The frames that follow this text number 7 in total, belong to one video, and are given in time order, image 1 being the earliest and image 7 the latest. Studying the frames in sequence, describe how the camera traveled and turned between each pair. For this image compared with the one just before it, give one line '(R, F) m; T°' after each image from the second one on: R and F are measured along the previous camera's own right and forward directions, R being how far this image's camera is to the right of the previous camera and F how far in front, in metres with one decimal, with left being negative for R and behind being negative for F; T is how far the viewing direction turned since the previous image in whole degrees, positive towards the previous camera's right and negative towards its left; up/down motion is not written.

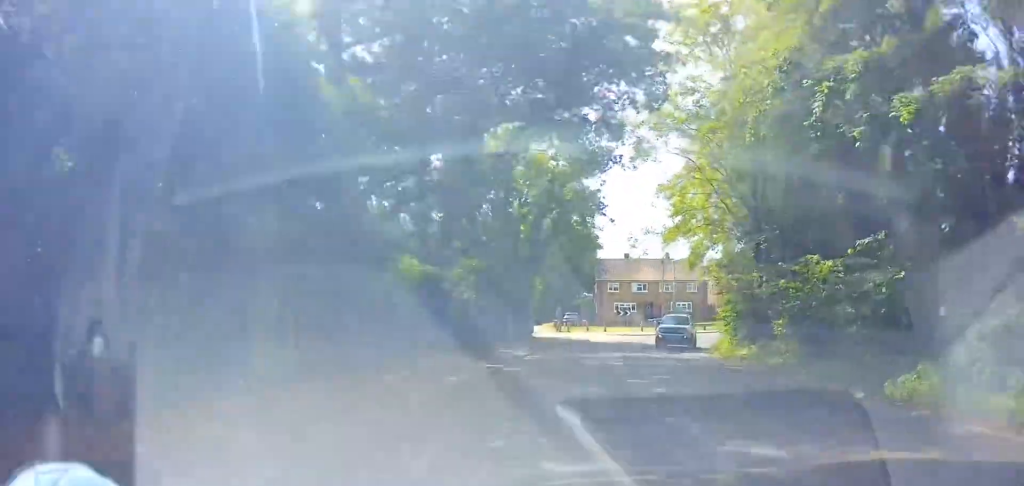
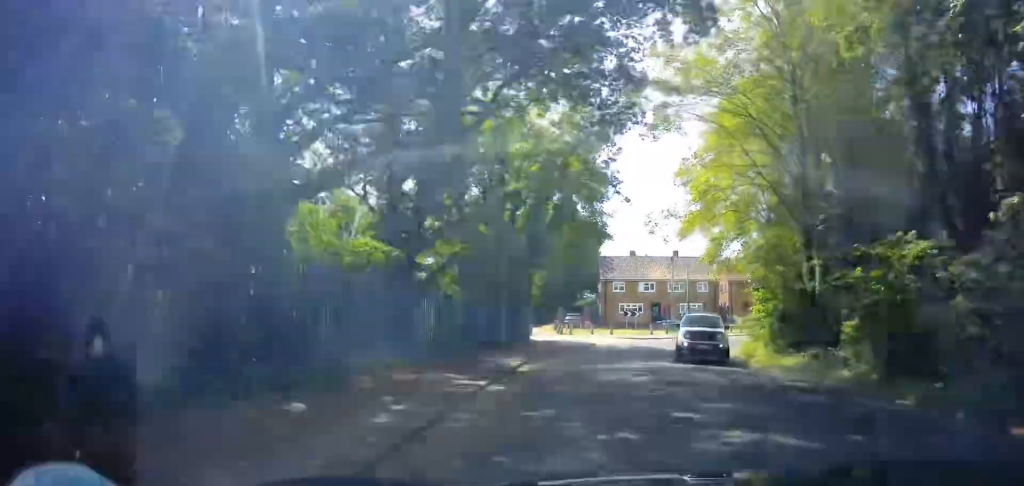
(0.0, +4.4) m; 0°
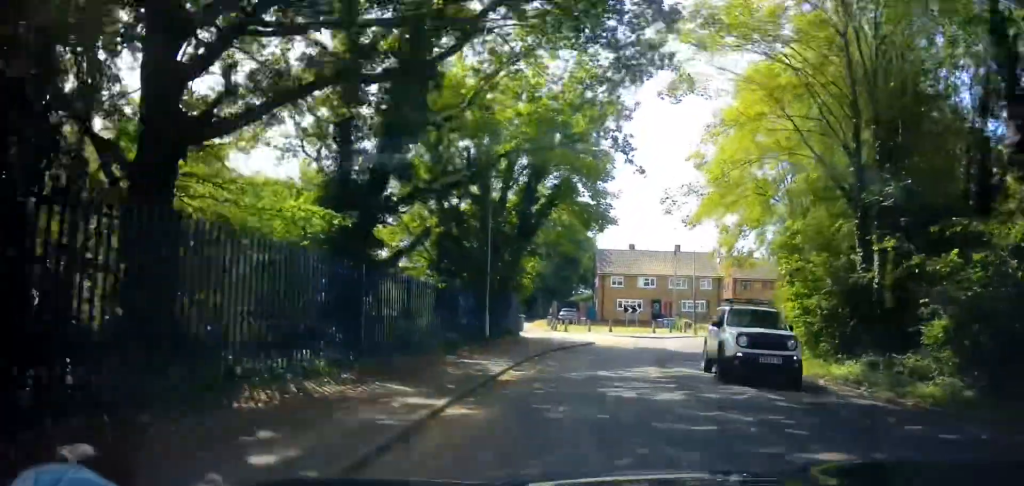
(-0.1, +3.6) m; +1°
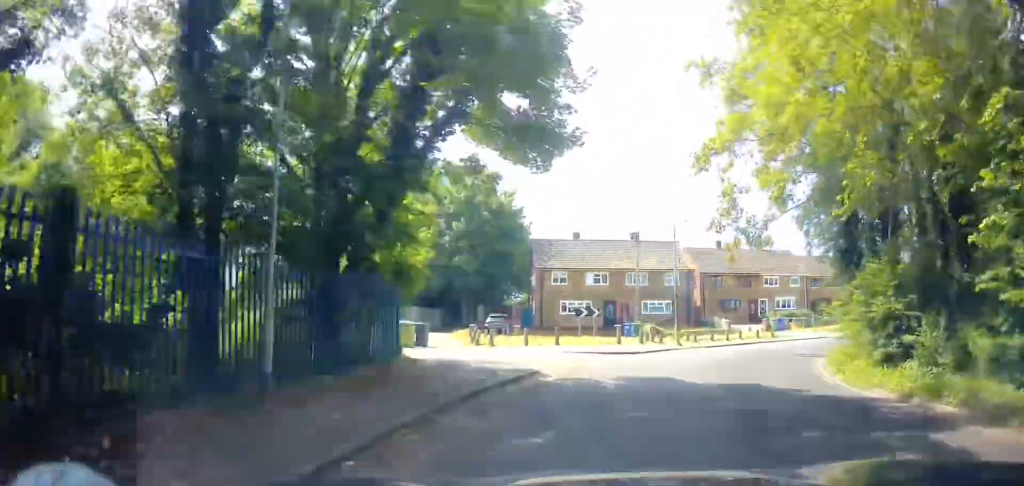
(+0.5, +12.0) m; +9°
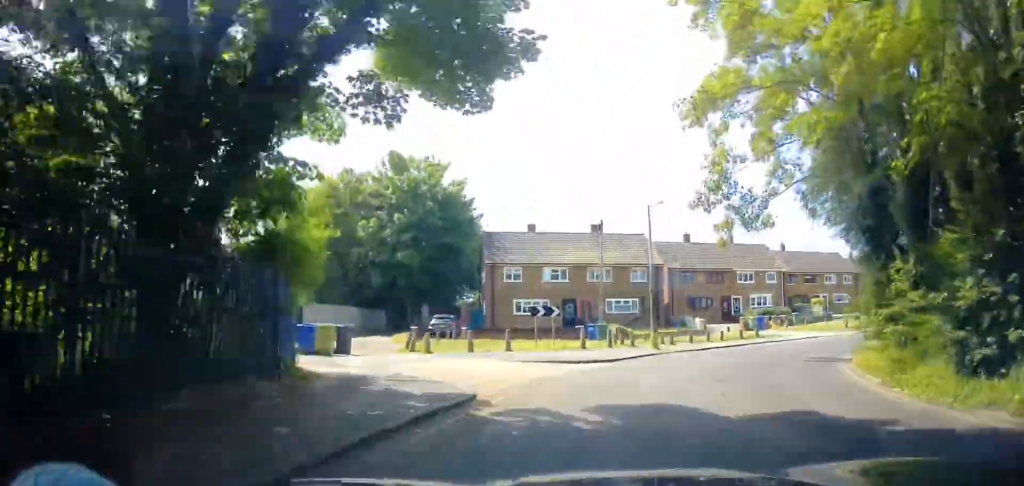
(+0.3, +4.2) m; +5°
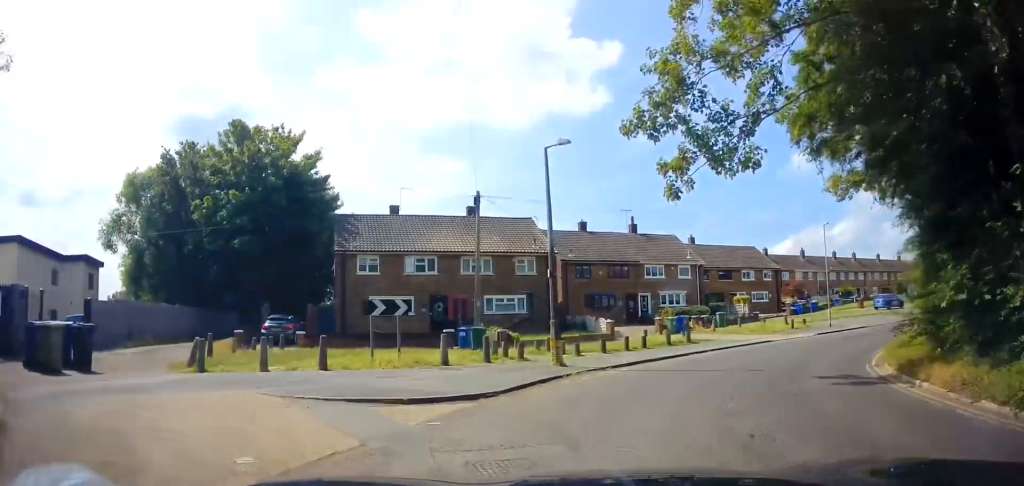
(+0.7, +8.2) m; +11°
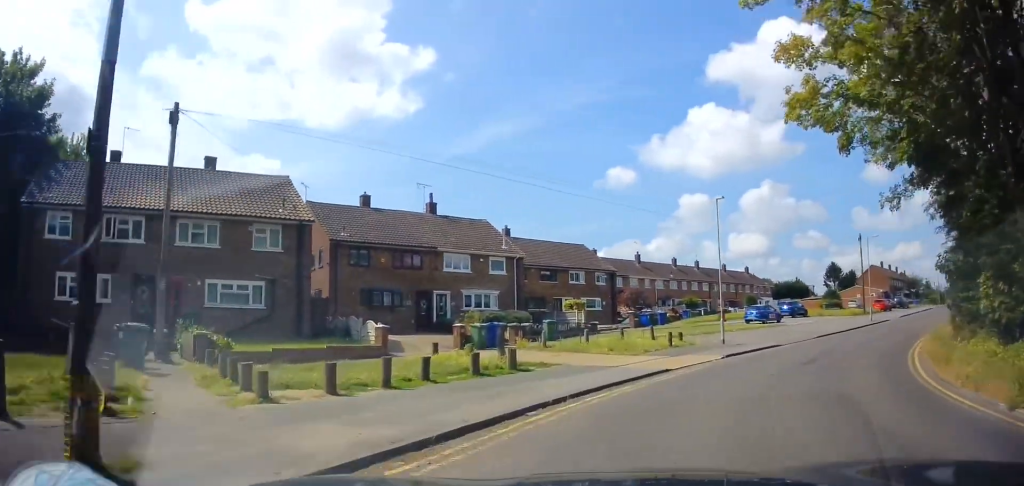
(+1.8, +10.9) m; +19°
